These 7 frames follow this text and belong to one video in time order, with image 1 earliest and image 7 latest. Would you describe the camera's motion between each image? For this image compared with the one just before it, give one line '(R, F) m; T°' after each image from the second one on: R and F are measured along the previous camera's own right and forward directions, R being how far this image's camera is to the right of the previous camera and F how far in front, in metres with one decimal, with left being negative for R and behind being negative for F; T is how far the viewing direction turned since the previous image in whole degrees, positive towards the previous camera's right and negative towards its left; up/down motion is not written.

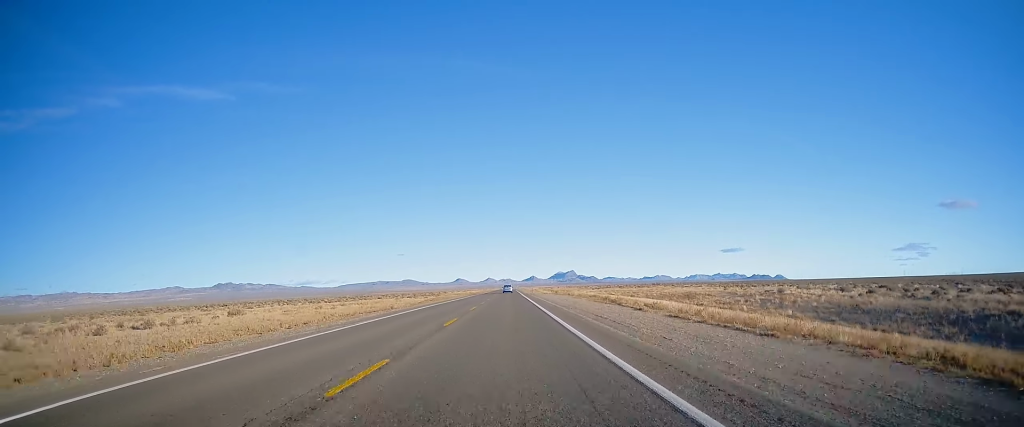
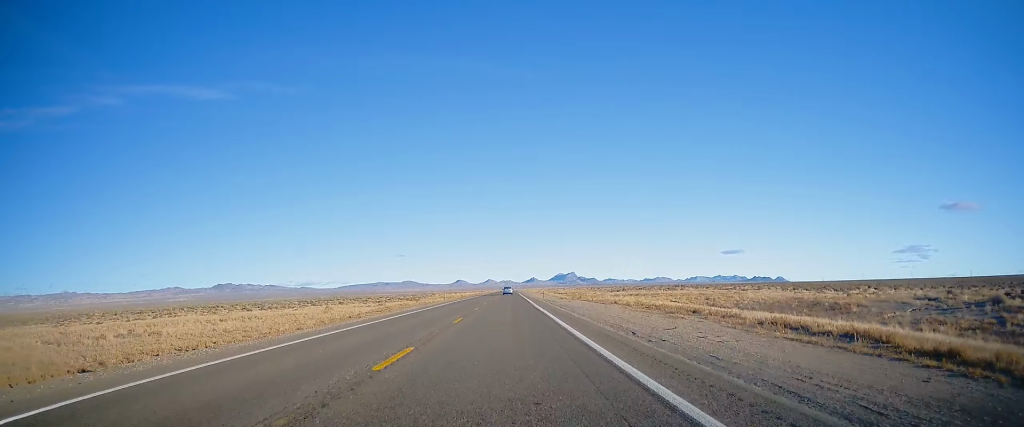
(-0.4, +34.4) m; 0°
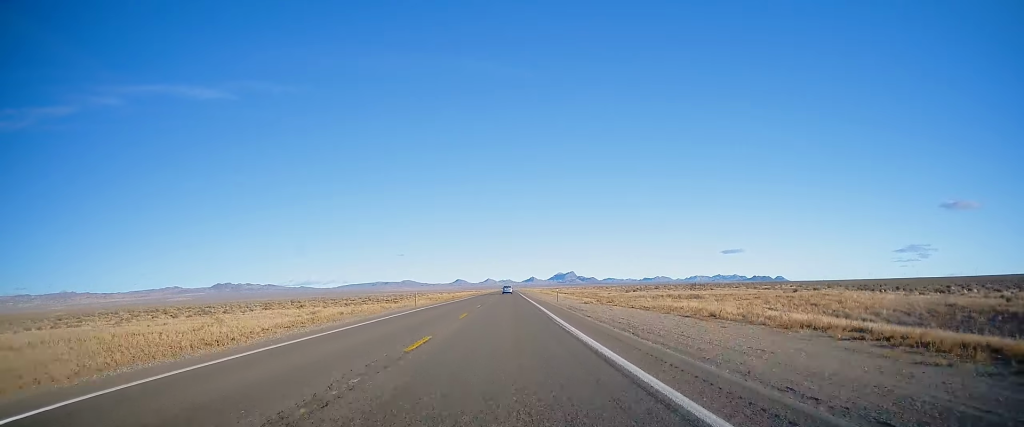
(+0.4, +21.8) m; 0°
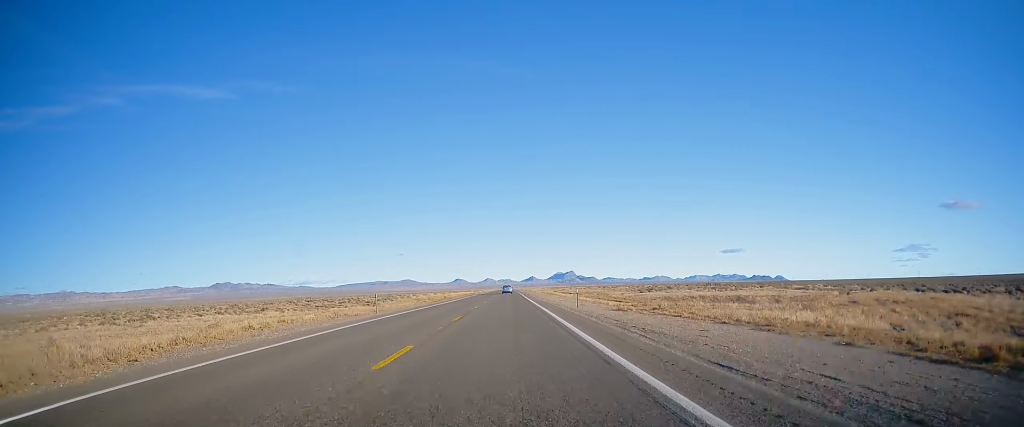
(-0.1, +14.9) m; 0°
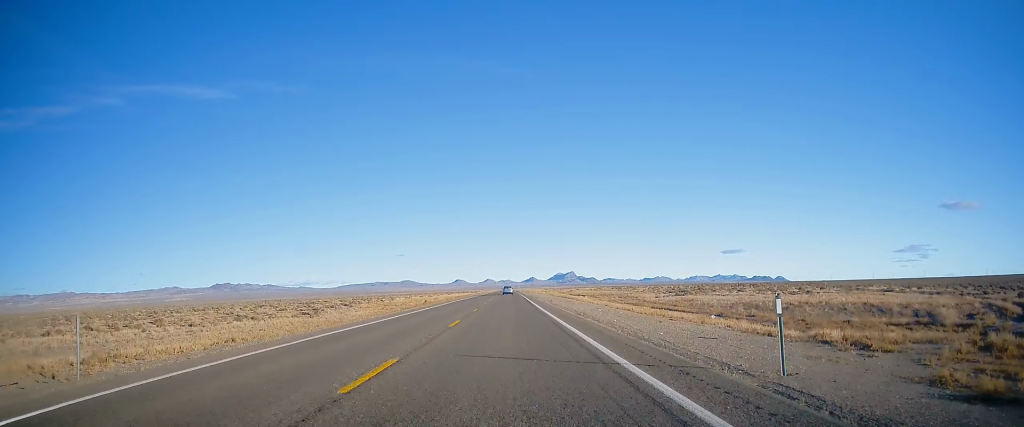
(-0.4, +26.2) m; 0°
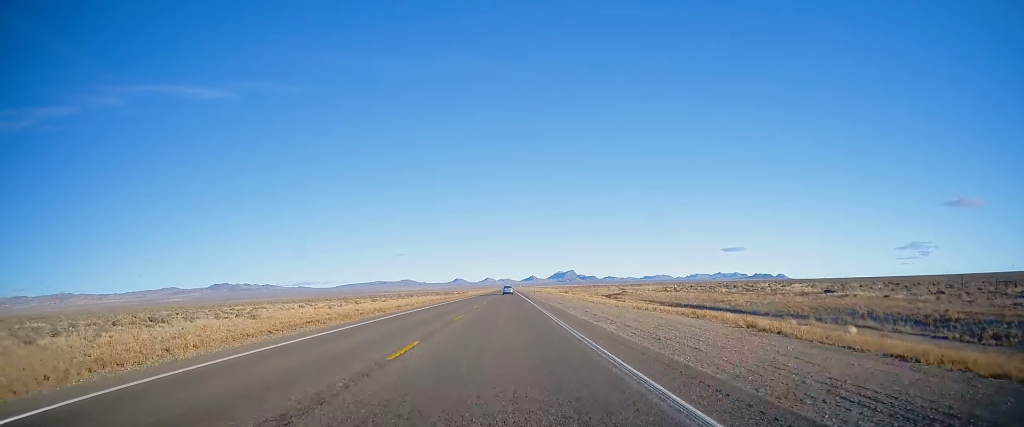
(+0.9, +94.8) m; +1°
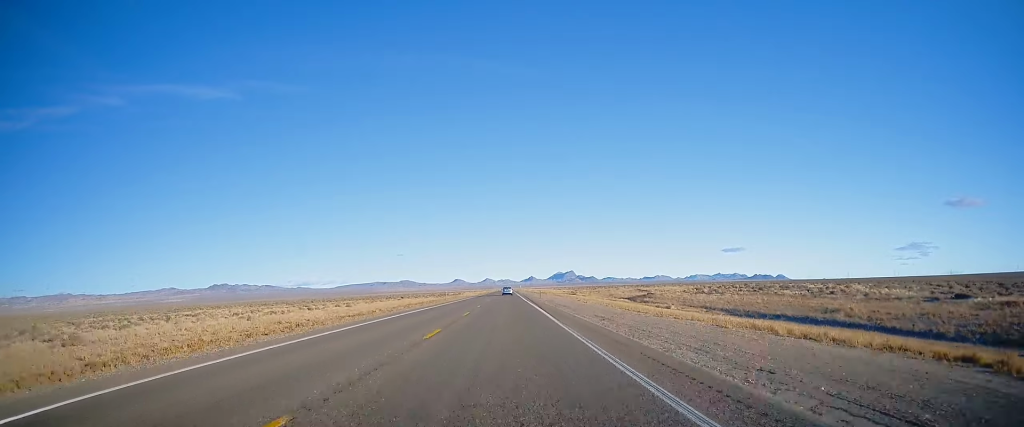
(-0.1, +20.0) m; 0°
